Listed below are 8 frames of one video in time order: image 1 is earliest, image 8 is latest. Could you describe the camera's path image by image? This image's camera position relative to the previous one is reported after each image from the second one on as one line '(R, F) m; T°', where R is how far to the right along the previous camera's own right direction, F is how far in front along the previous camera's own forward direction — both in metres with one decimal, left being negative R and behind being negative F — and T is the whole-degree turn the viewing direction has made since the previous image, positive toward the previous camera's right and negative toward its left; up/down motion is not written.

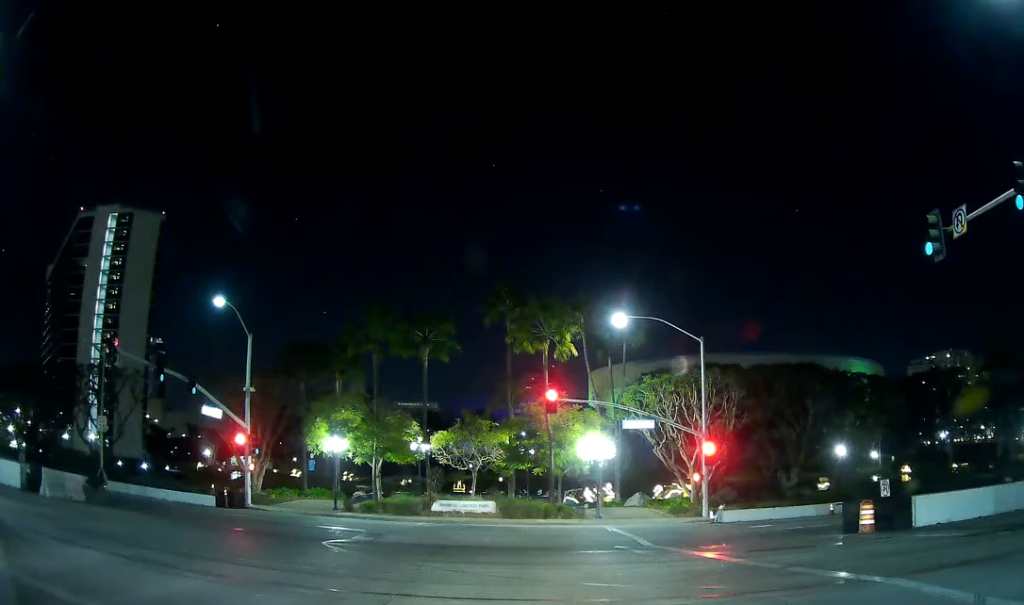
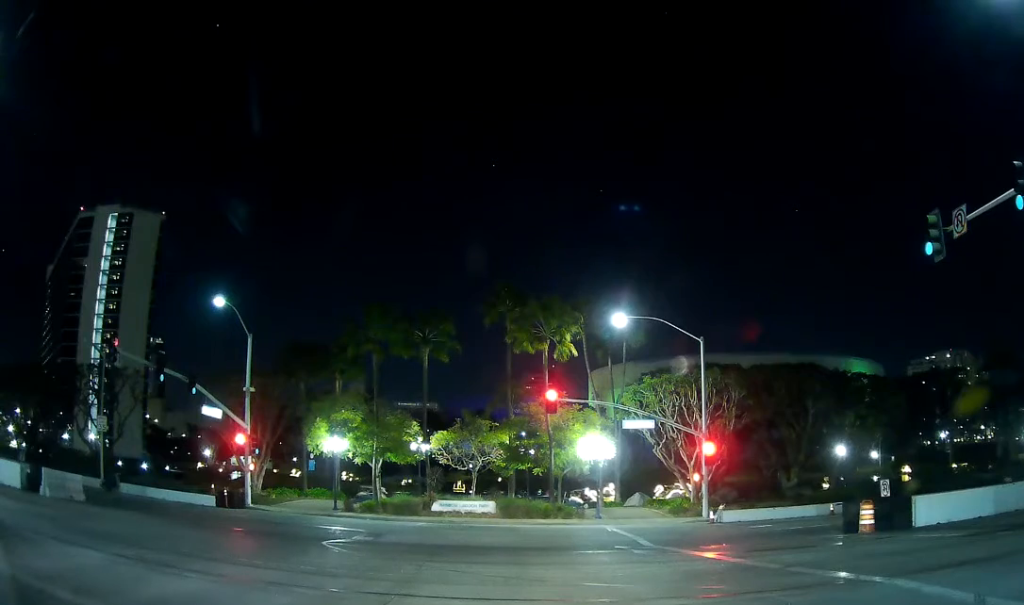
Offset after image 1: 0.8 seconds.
(0.0, 0.0) m; 0°
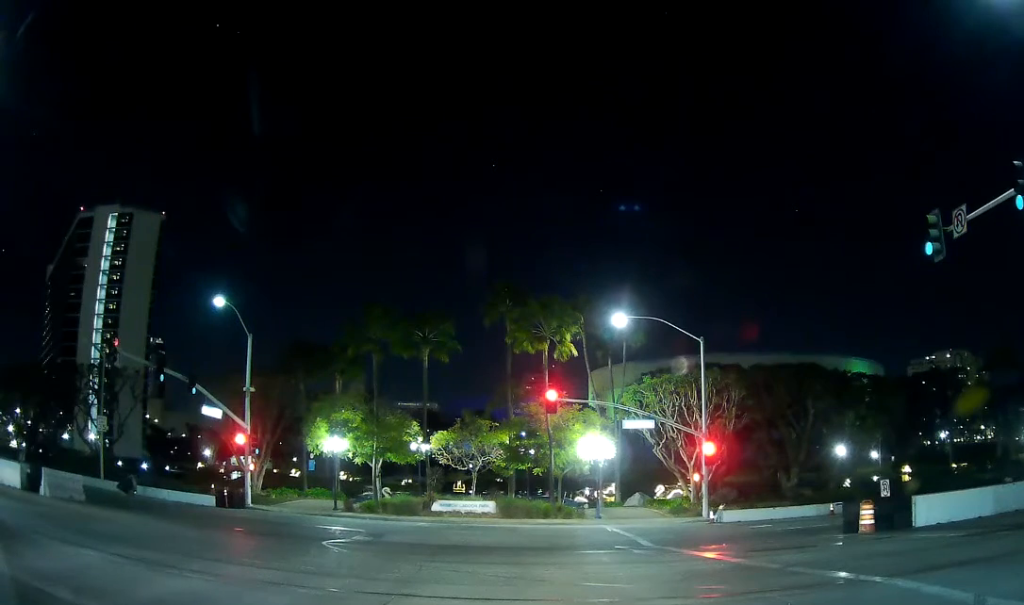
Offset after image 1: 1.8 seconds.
(0.0, 0.0) m; 0°
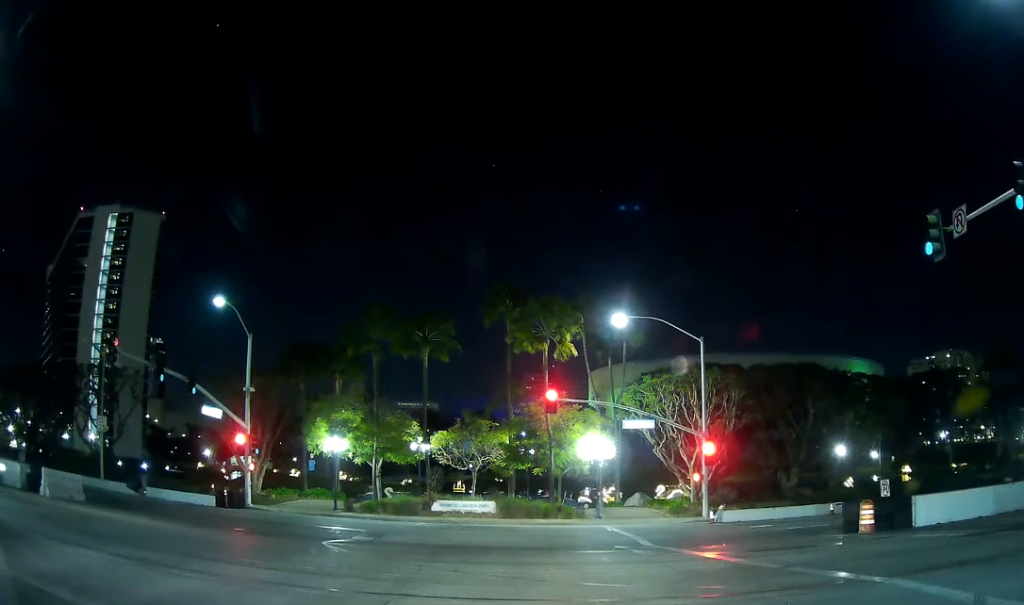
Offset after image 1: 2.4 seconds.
(0.0, 0.0) m; 0°
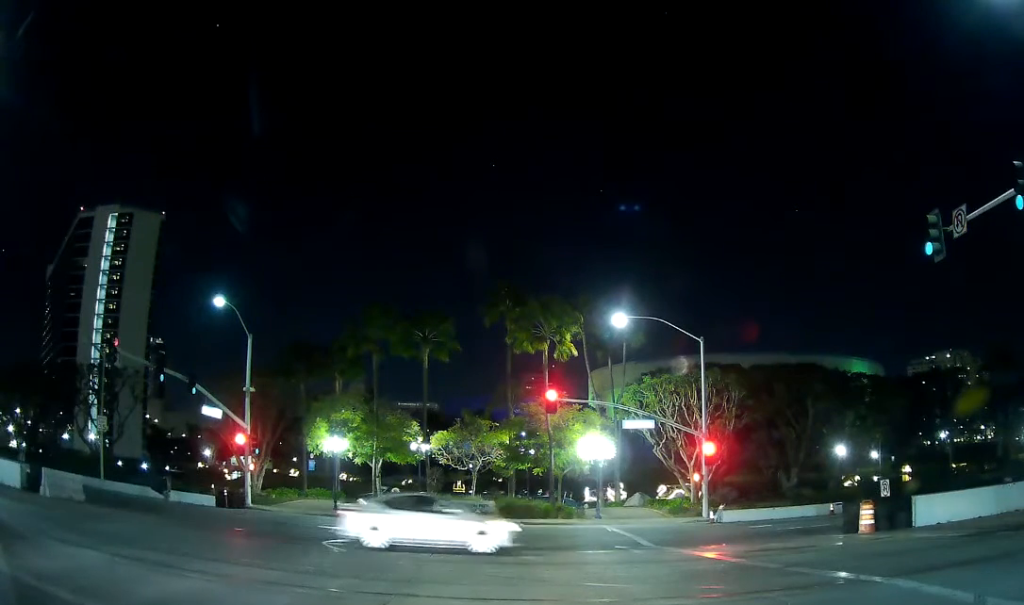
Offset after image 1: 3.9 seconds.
(0.0, 0.0) m; 0°
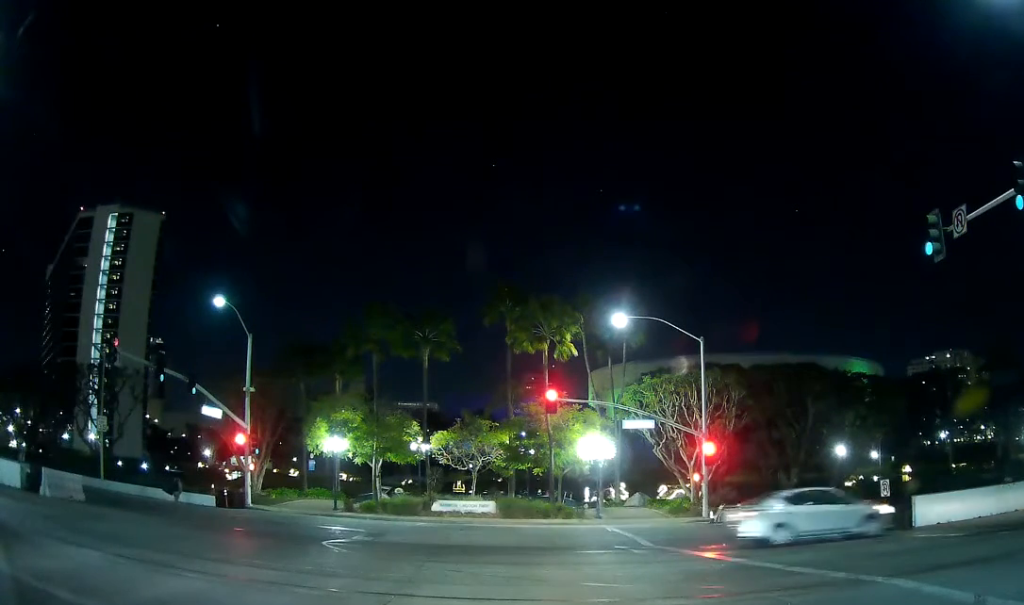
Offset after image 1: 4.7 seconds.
(0.0, 0.0) m; 0°
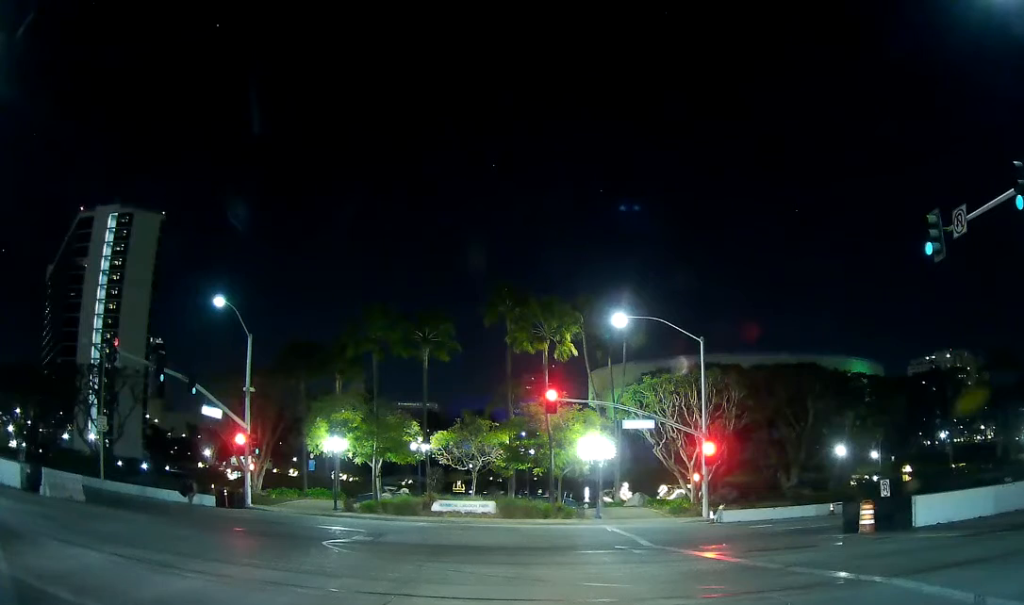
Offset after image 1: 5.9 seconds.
(0.0, 0.0) m; 0°
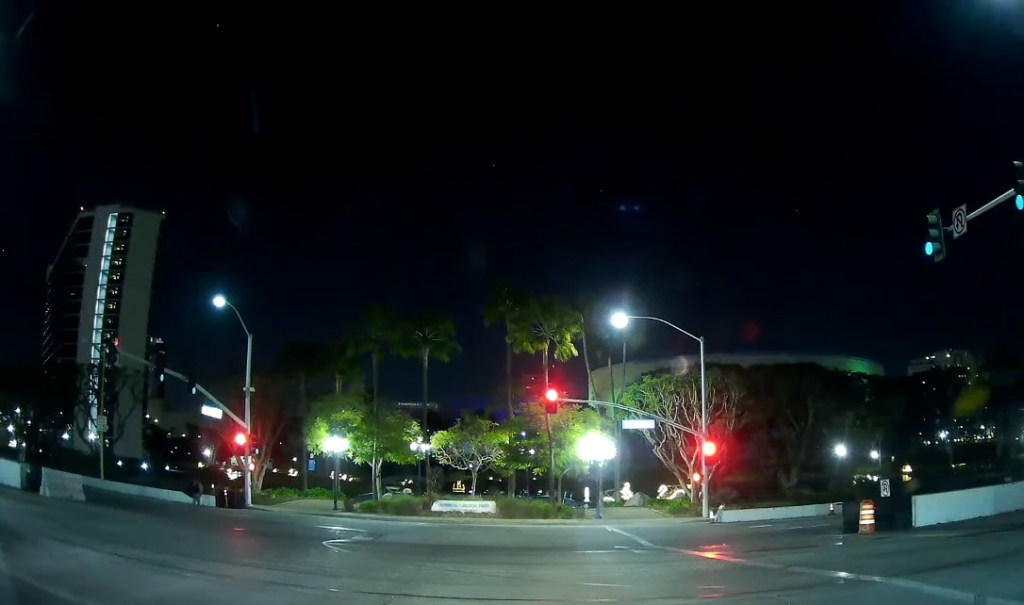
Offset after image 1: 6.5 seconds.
(0.0, 0.0) m; 0°
